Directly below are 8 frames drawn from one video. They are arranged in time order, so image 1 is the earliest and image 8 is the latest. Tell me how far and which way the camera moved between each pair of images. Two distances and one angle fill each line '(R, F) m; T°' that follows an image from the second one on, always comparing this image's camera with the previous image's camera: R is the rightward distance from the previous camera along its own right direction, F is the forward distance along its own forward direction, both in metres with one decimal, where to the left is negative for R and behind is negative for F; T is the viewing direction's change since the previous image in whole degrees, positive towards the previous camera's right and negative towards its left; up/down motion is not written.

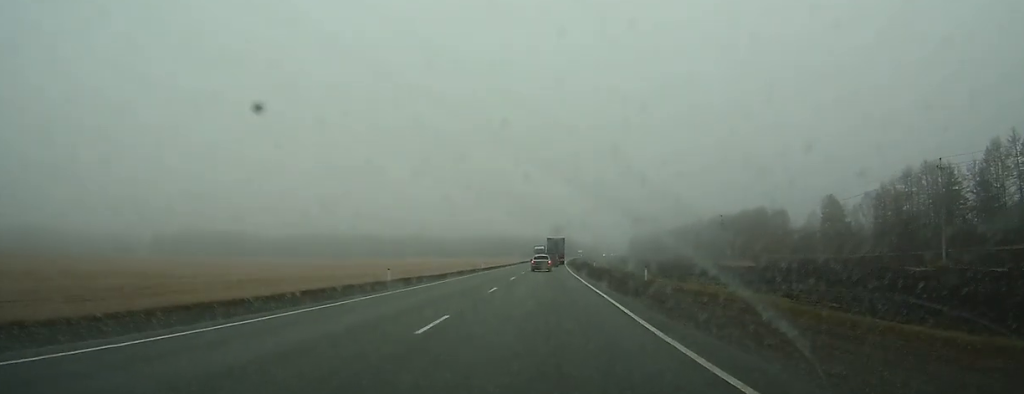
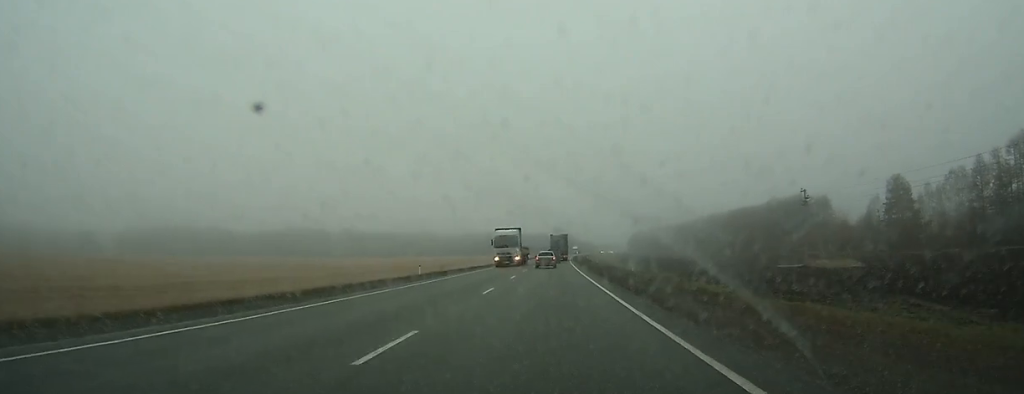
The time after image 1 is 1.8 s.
(+0.3, +38.2) m; +1°
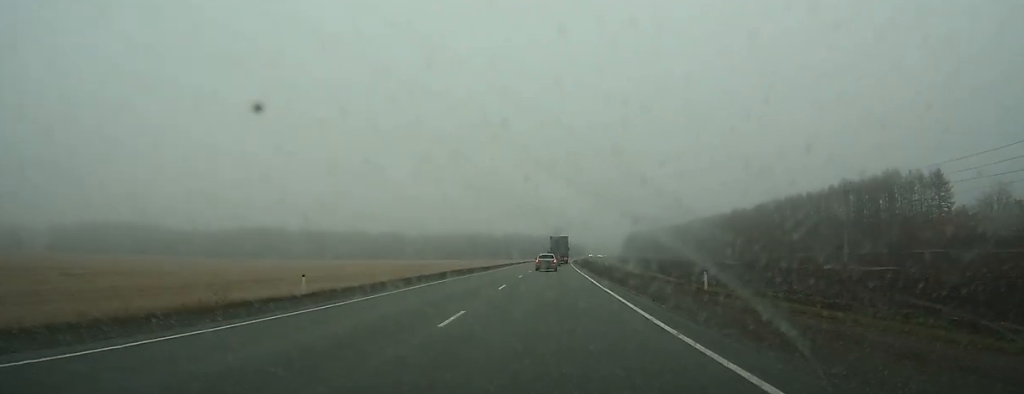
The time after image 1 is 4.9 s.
(+0.9, +64.2) m; +2°
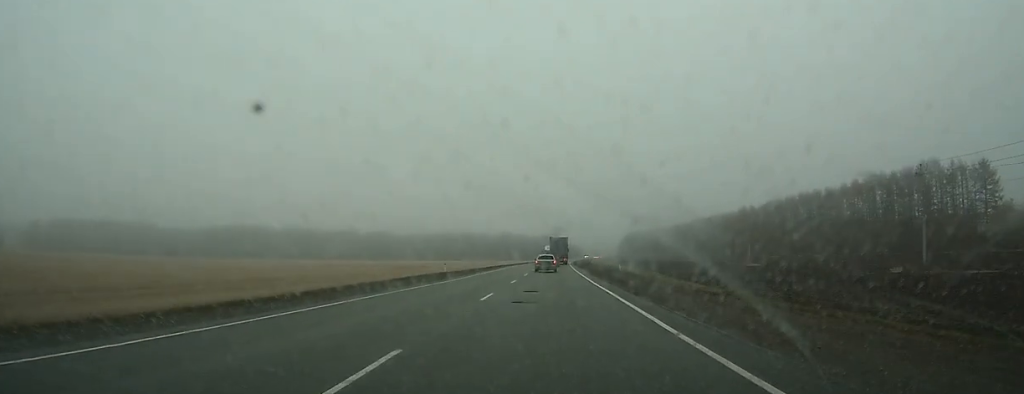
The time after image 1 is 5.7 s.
(+0.1, +18.2) m; 0°
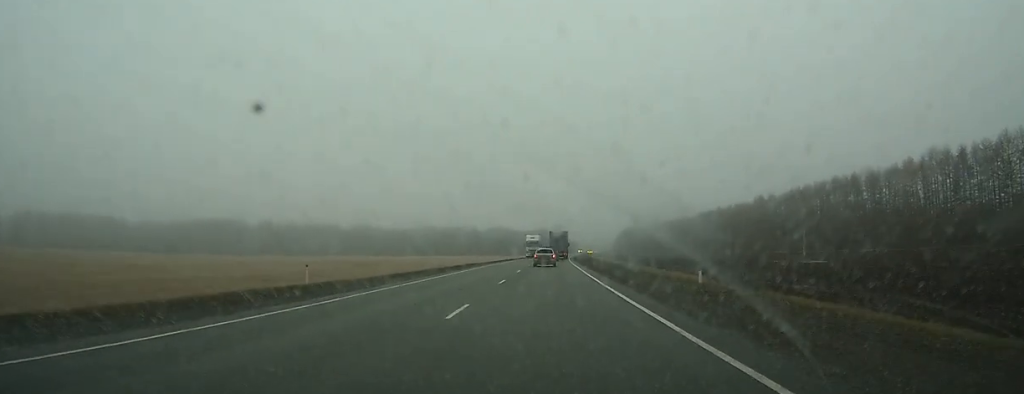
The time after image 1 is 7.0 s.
(+0.1, +30.9) m; +1°
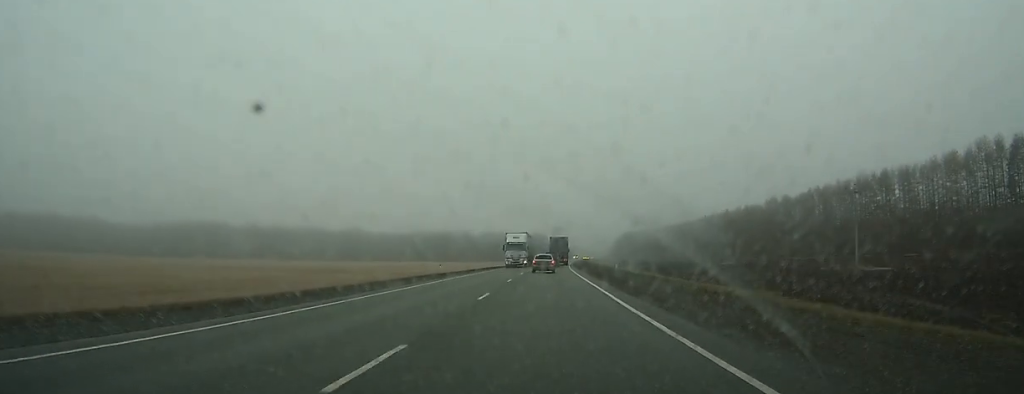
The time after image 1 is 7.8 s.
(+0.1, +18.8) m; 0°
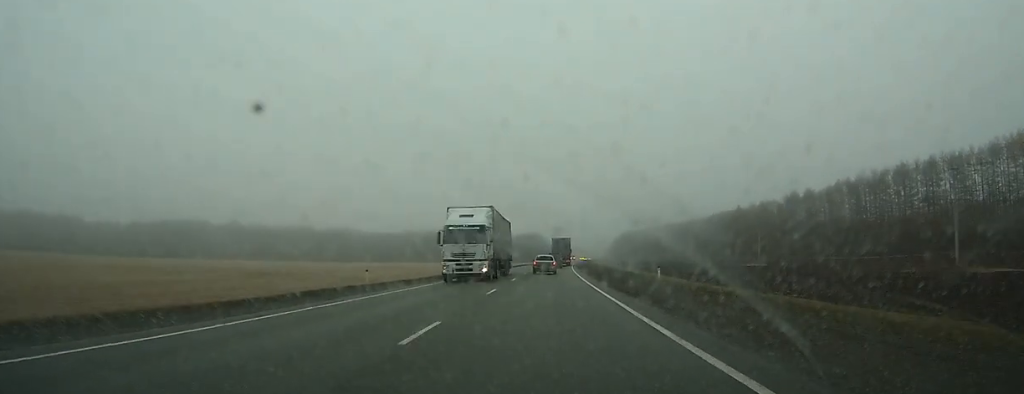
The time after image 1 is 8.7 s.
(0.0, +21.9) m; 0°
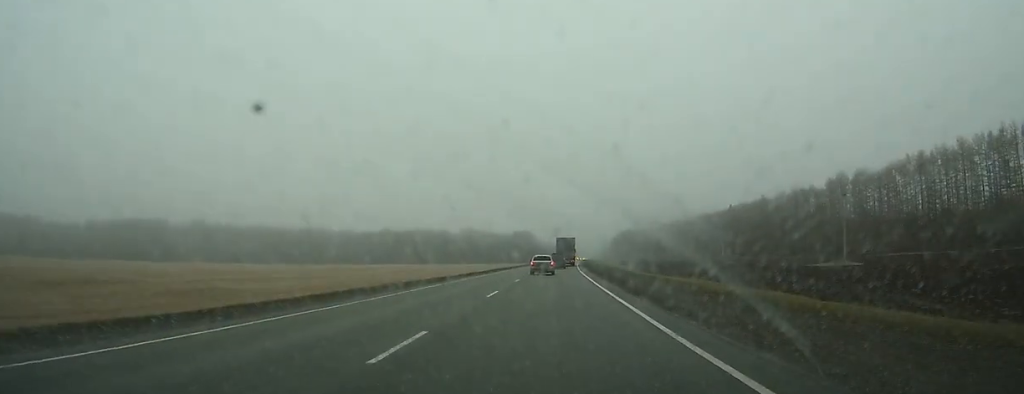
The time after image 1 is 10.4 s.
(+0.3, +38.9) m; +1°
